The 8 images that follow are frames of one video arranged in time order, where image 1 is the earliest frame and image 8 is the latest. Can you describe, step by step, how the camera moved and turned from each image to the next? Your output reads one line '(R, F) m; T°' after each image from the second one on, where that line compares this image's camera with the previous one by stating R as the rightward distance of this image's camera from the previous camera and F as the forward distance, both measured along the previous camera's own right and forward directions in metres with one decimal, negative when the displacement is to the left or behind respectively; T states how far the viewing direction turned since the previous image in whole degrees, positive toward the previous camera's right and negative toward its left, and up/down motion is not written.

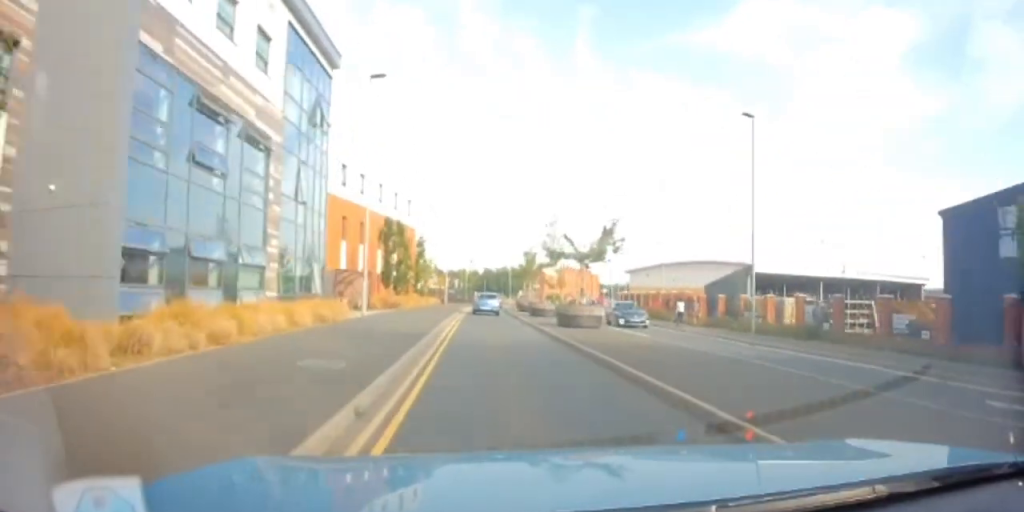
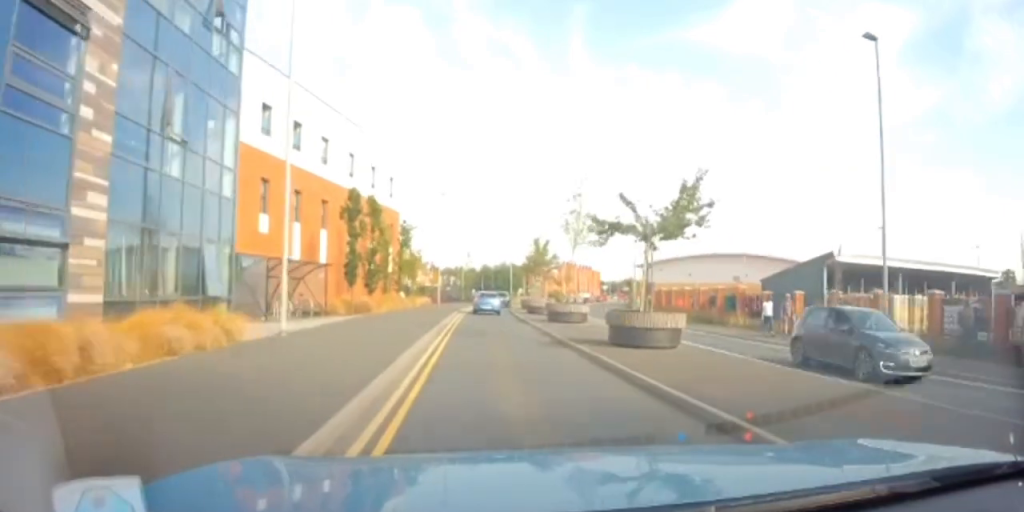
(+0.7, +9.5) m; +1°
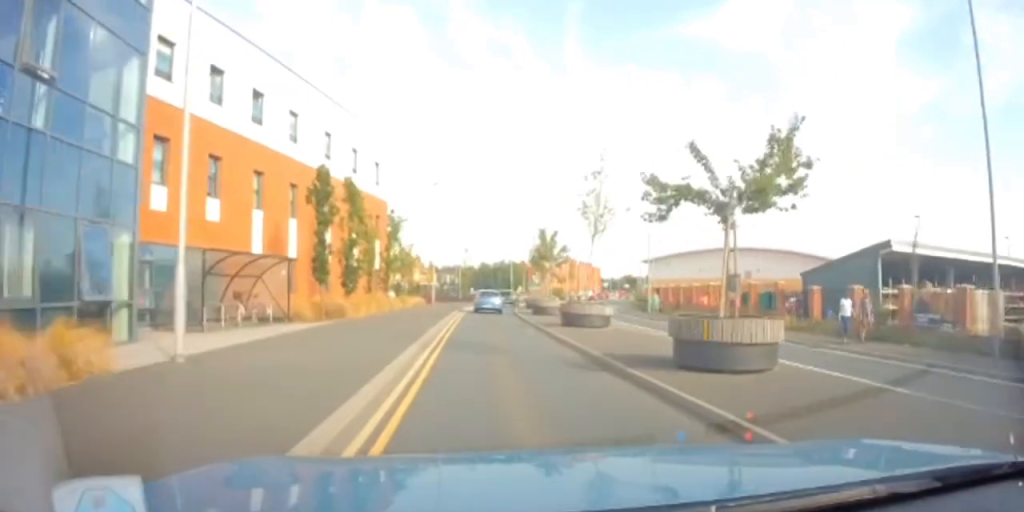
(+0.2, +4.9) m; 0°
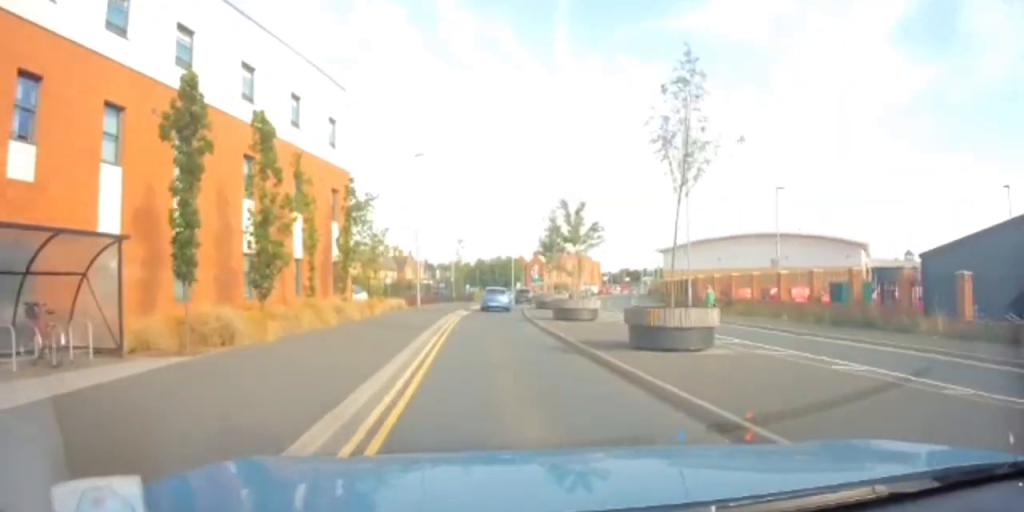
(-0.8, +10.0) m; -2°
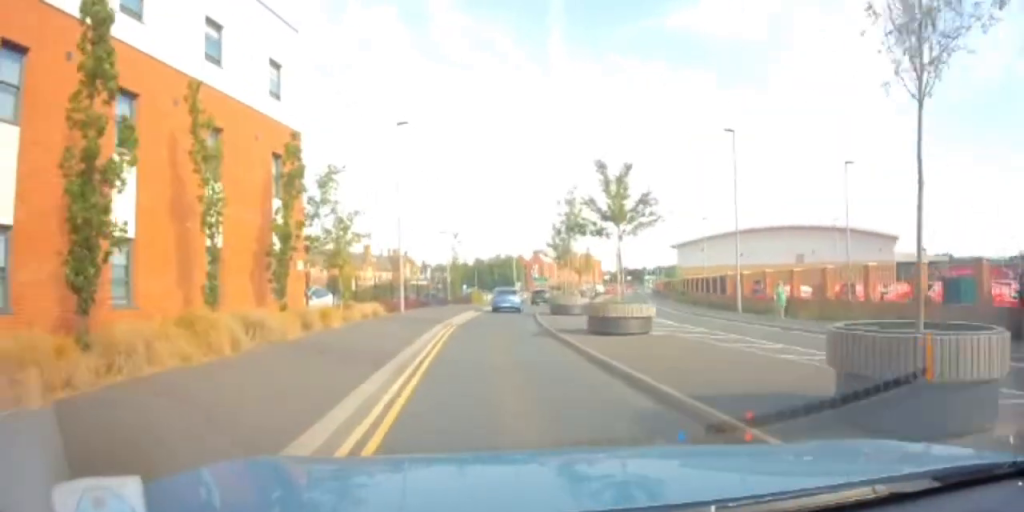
(+0.3, +7.7) m; +3°
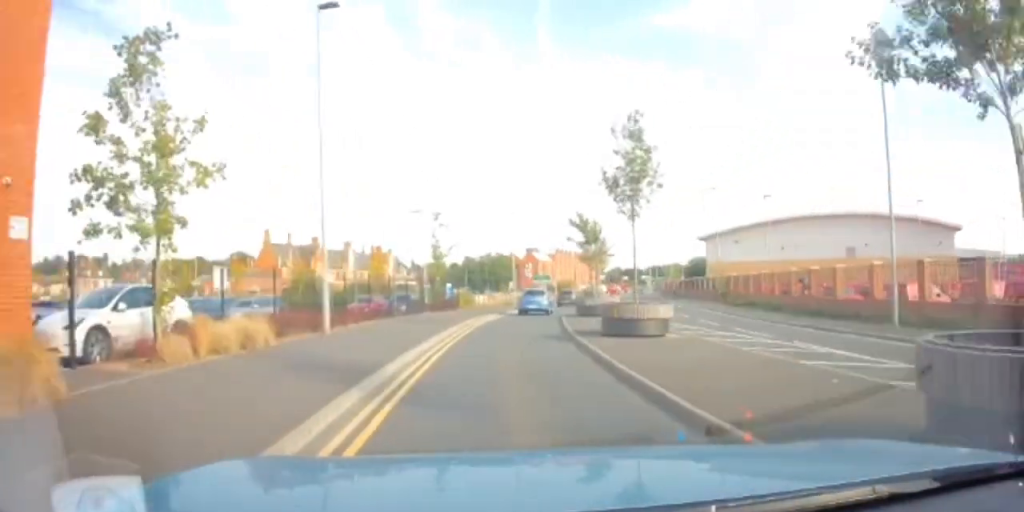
(+0.5, +13.8) m; +1°
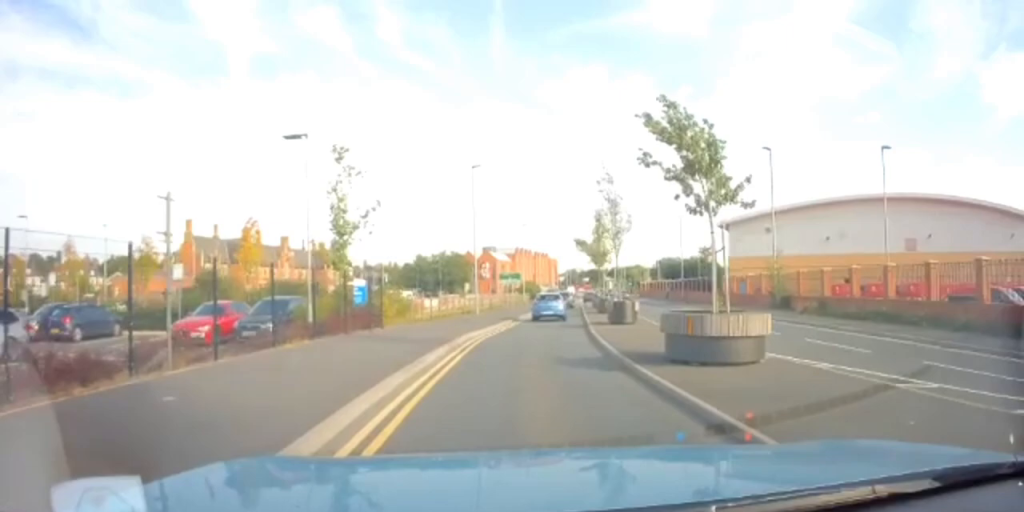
(-0.1, +17.4) m; +3°
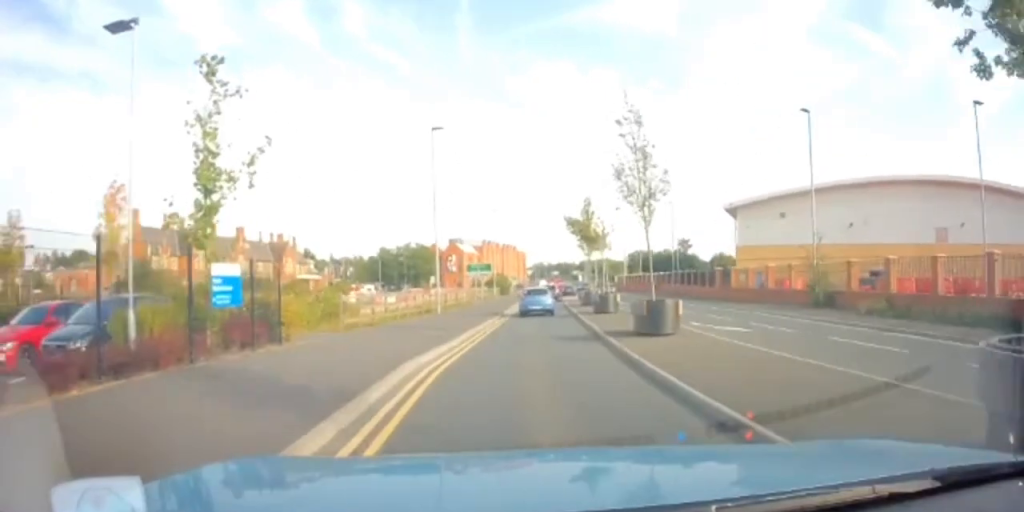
(+0.3, +8.3) m; +4°
